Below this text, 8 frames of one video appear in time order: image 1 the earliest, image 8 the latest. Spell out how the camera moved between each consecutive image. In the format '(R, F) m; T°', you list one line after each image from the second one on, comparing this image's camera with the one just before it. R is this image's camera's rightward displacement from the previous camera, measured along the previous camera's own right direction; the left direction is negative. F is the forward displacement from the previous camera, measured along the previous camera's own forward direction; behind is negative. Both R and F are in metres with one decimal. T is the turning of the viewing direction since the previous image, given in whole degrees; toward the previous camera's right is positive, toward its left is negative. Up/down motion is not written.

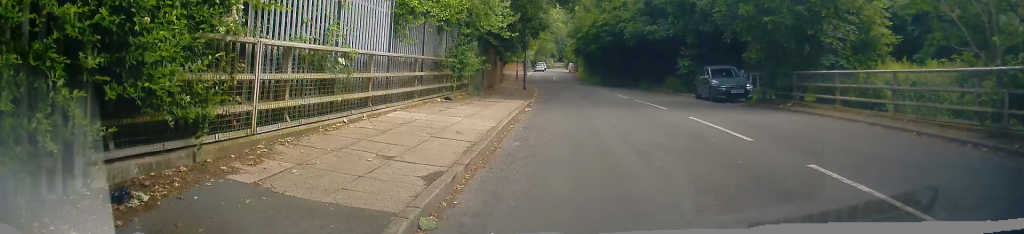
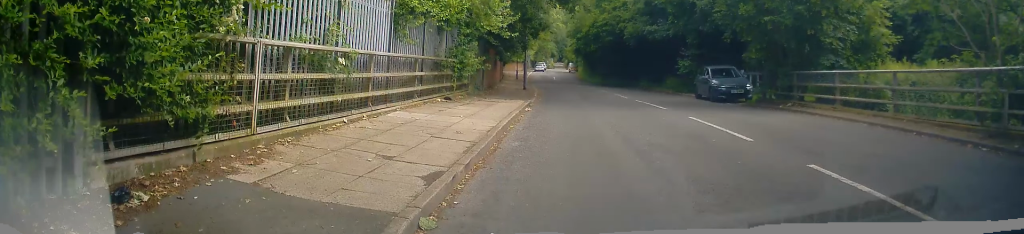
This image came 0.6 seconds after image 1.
(0.0, 0.0) m; 0°
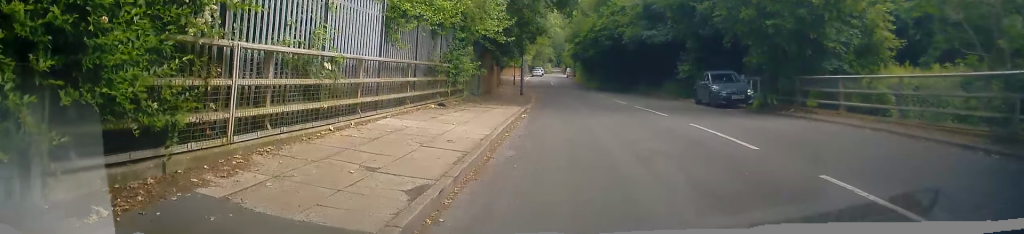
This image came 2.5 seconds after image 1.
(0.0, +0.1) m; 0°
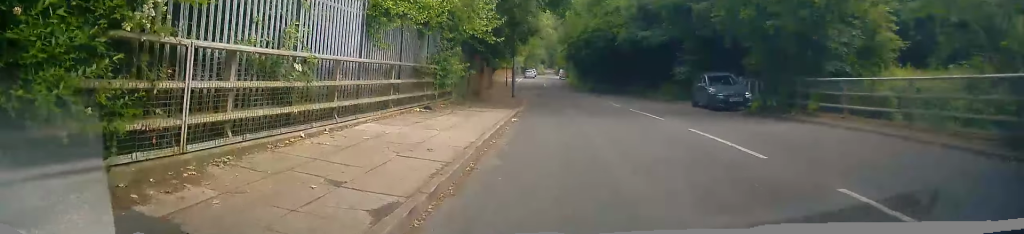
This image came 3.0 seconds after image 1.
(+0.1, +0.3) m; 0°
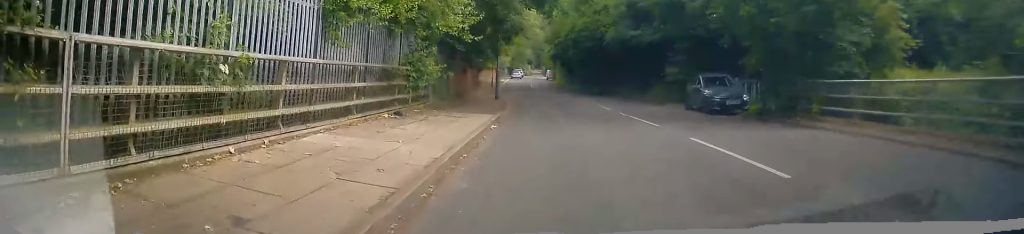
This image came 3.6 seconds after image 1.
(0.0, +0.7) m; 0°
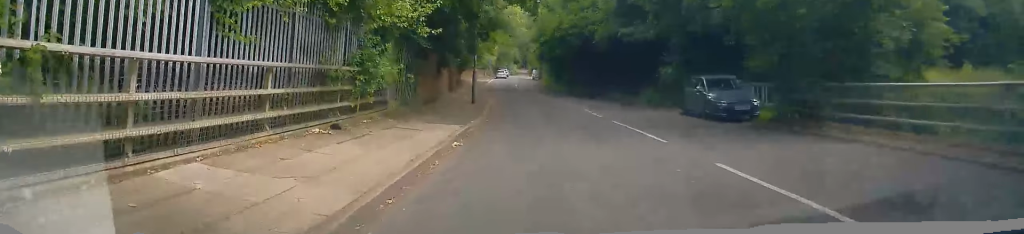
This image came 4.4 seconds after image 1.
(-0.1, +1.8) m; 0°
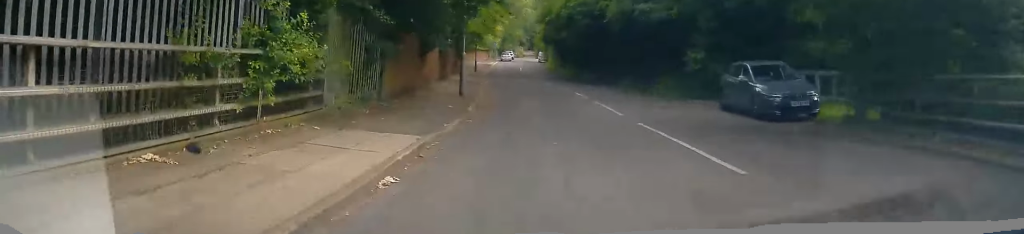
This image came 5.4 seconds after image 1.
(+0.1, +3.5) m; 0°
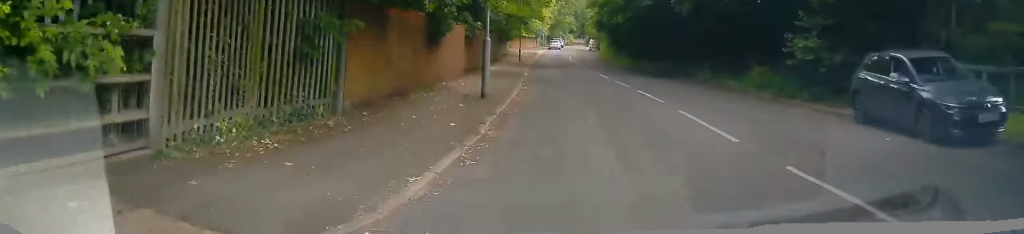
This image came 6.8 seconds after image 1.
(-0.7, +5.3) m; -15°
